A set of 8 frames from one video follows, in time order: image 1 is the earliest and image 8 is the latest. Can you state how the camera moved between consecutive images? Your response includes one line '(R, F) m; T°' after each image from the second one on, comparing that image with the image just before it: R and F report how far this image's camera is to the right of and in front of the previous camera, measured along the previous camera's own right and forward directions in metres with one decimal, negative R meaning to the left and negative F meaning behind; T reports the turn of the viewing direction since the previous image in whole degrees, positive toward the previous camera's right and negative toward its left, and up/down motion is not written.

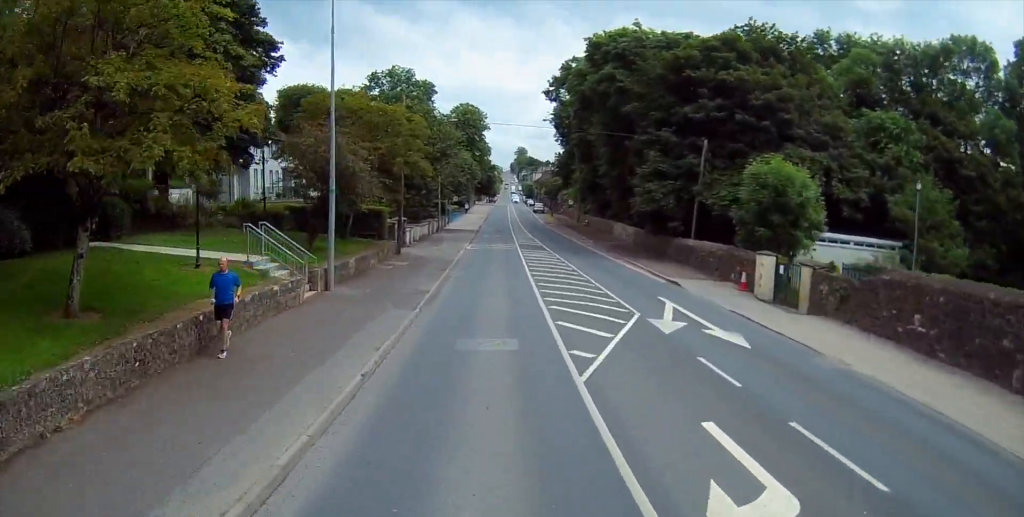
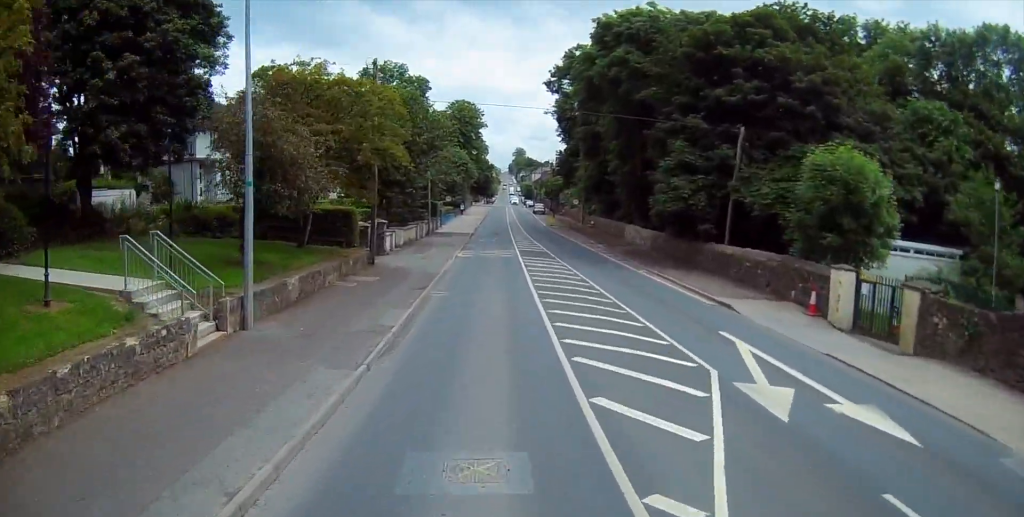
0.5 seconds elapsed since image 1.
(+0.1, +6.4) m; 0°
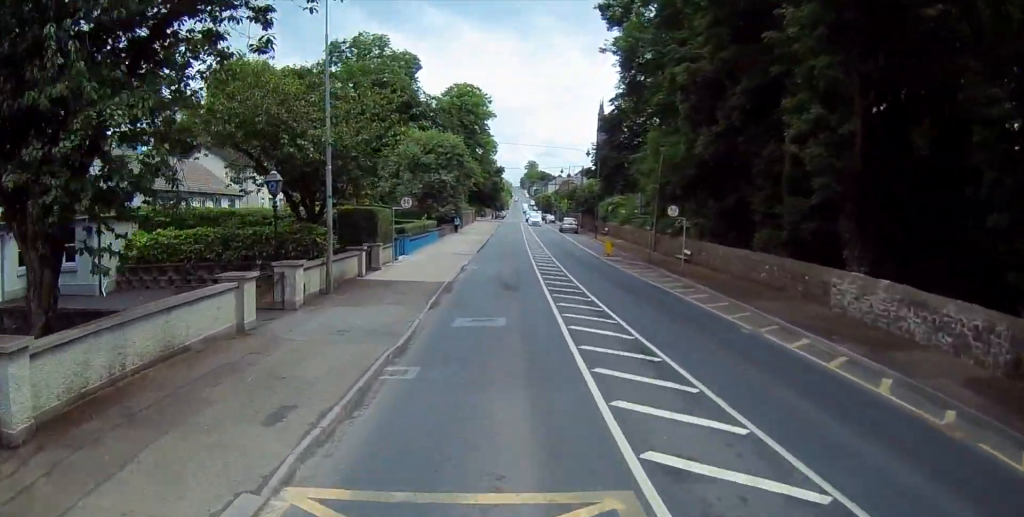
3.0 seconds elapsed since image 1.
(-0.6, +33.0) m; -2°
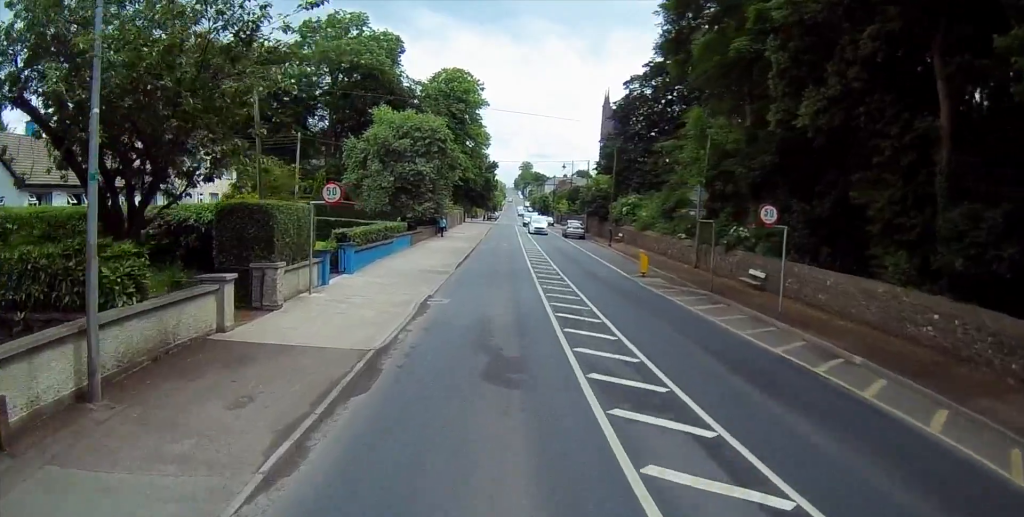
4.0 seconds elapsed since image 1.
(0.0, +12.0) m; +1°
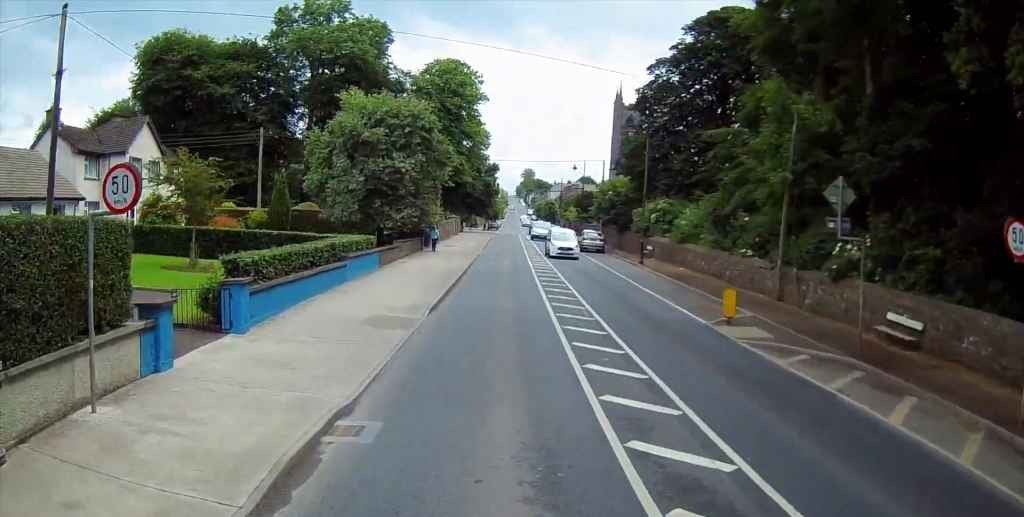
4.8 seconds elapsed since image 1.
(+0.3, +10.6) m; +1°
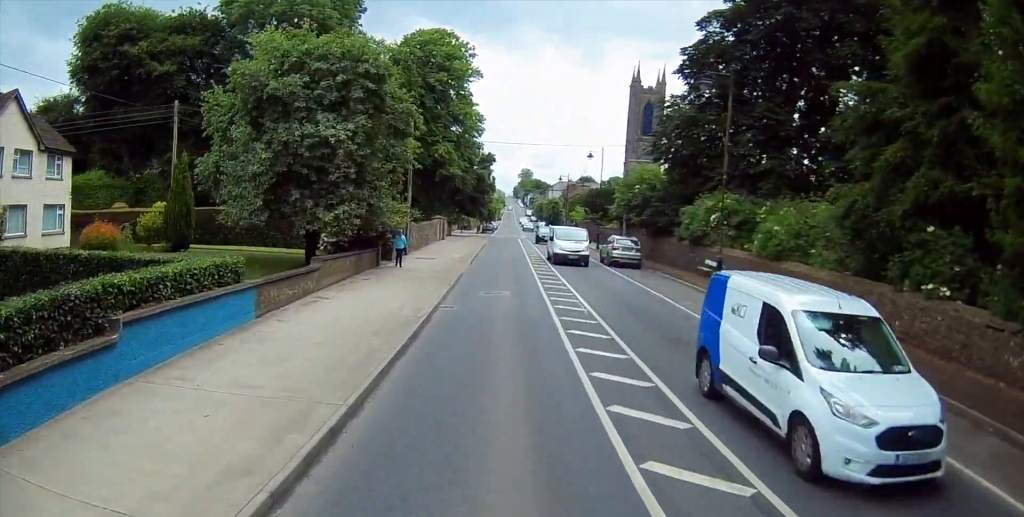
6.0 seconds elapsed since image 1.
(+0.1, +14.5) m; 0°
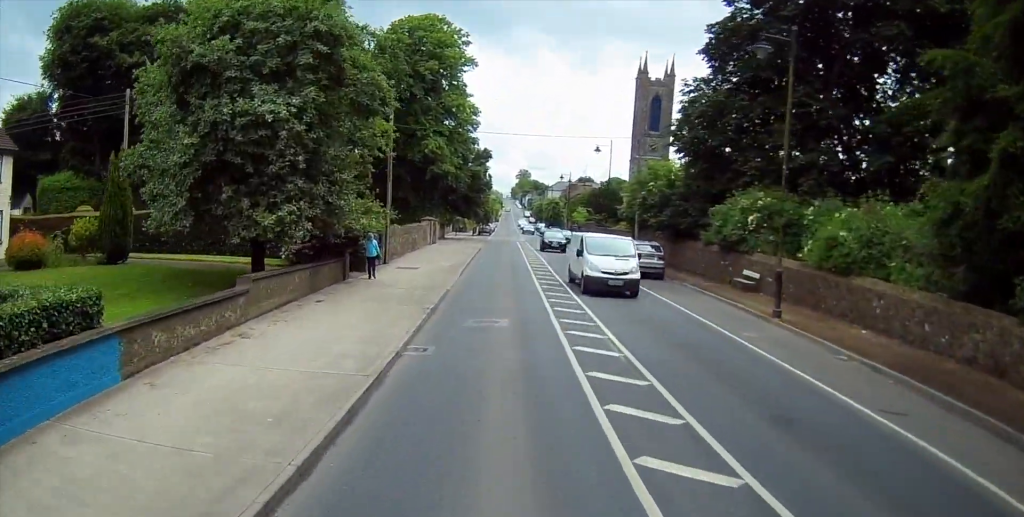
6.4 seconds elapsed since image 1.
(0.0, +5.8) m; 0°
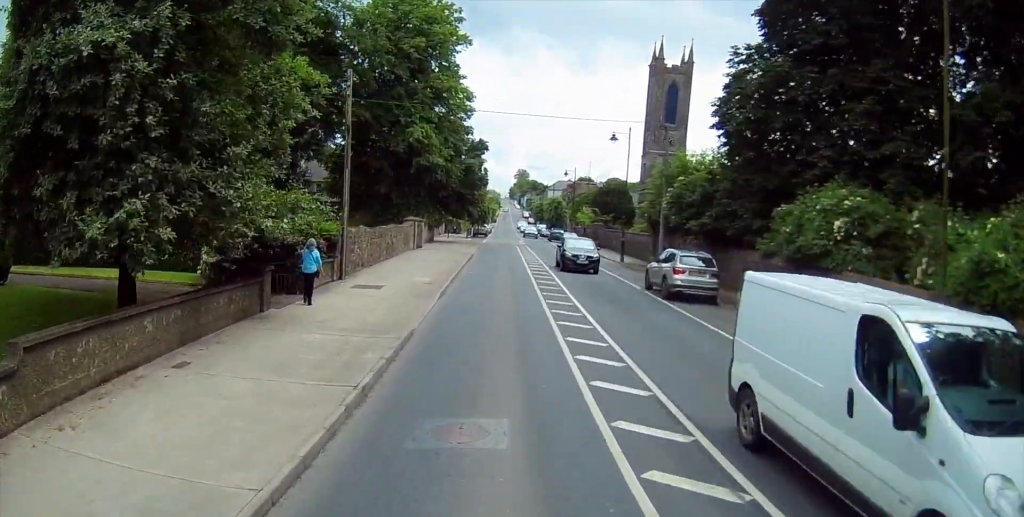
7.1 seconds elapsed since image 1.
(0.0, +8.2) m; +1°
